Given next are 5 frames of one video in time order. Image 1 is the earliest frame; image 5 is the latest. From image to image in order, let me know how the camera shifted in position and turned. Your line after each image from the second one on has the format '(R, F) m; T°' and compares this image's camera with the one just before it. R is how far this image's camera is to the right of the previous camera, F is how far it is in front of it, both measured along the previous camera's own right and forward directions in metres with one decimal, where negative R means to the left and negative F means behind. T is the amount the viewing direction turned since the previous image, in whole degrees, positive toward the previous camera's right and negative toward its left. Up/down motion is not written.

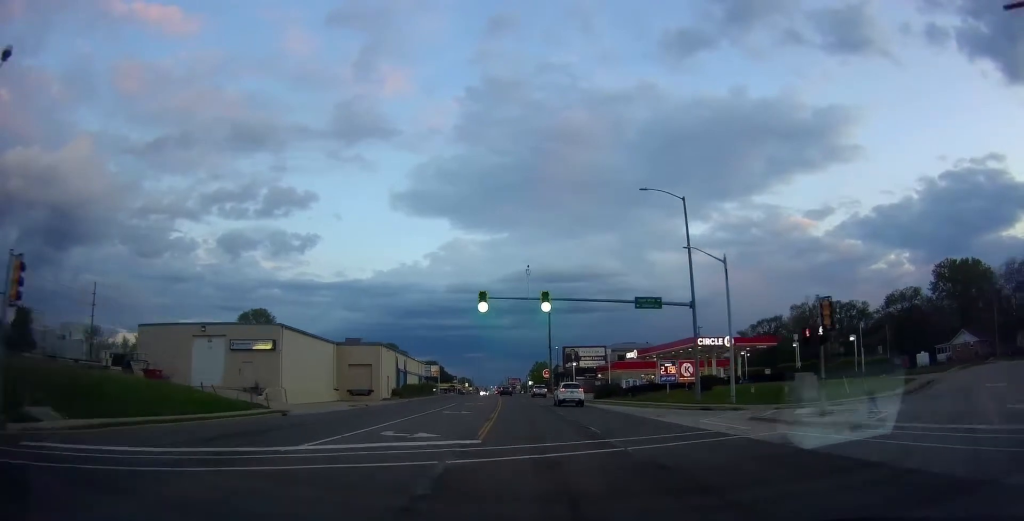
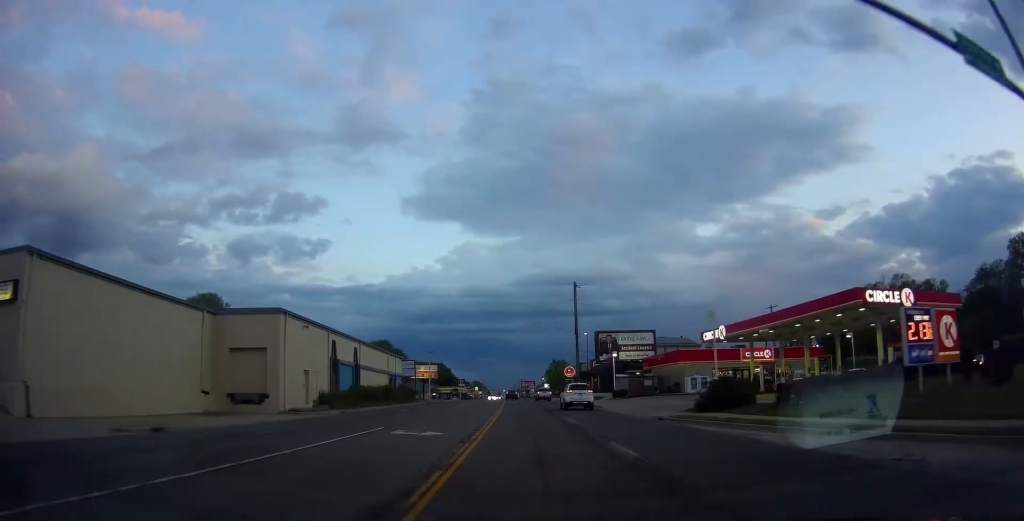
(-1.0, +30.2) m; -2°
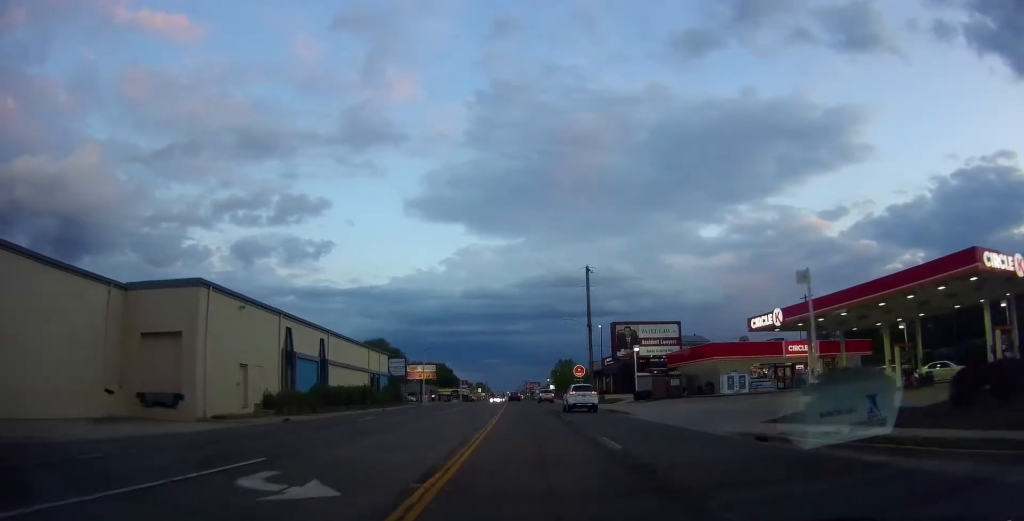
(0.0, +10.6) m; 0°
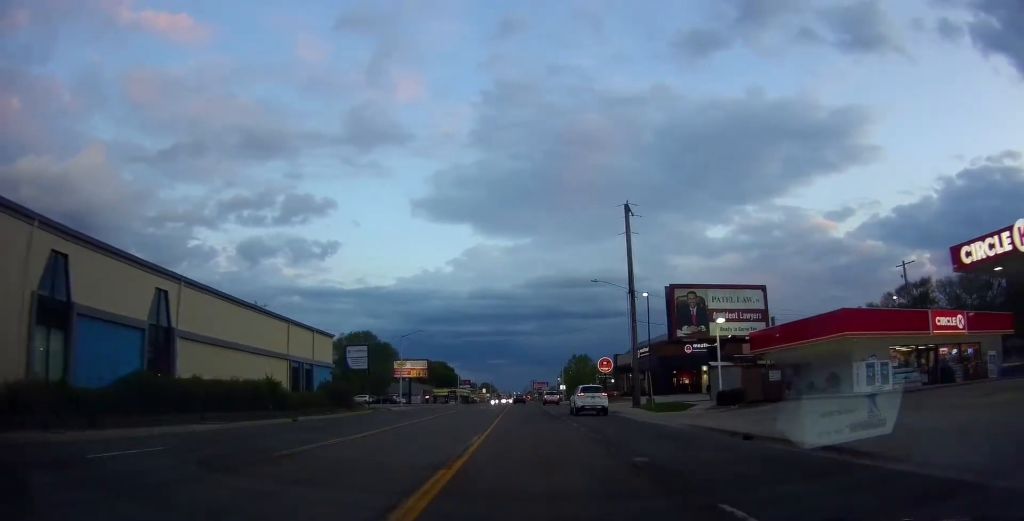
(-0.3, +21.9) m; -1°
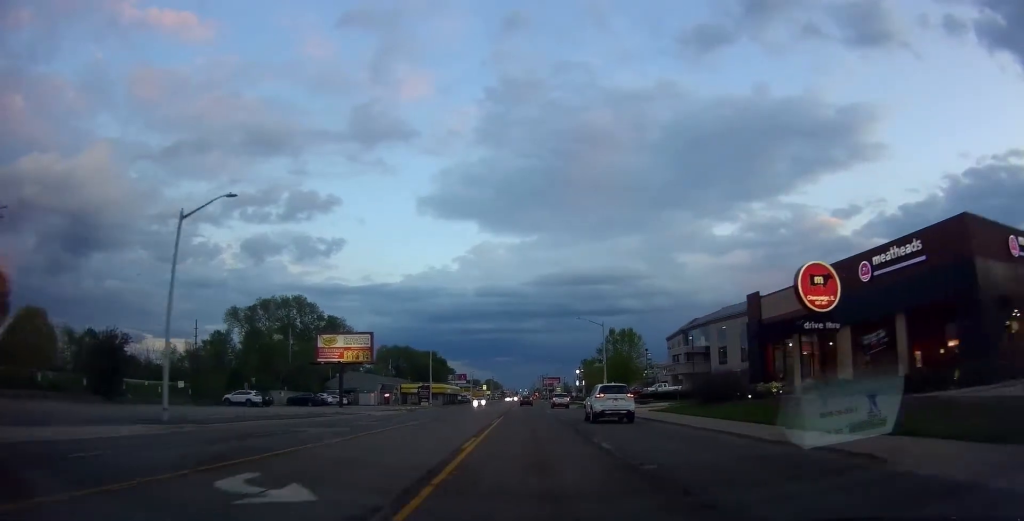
(+1.3, +49.8) m; 0°
